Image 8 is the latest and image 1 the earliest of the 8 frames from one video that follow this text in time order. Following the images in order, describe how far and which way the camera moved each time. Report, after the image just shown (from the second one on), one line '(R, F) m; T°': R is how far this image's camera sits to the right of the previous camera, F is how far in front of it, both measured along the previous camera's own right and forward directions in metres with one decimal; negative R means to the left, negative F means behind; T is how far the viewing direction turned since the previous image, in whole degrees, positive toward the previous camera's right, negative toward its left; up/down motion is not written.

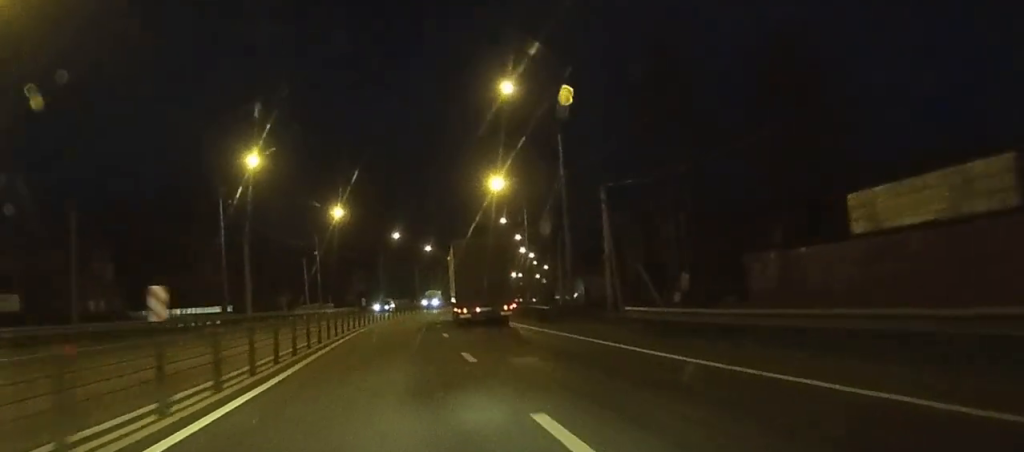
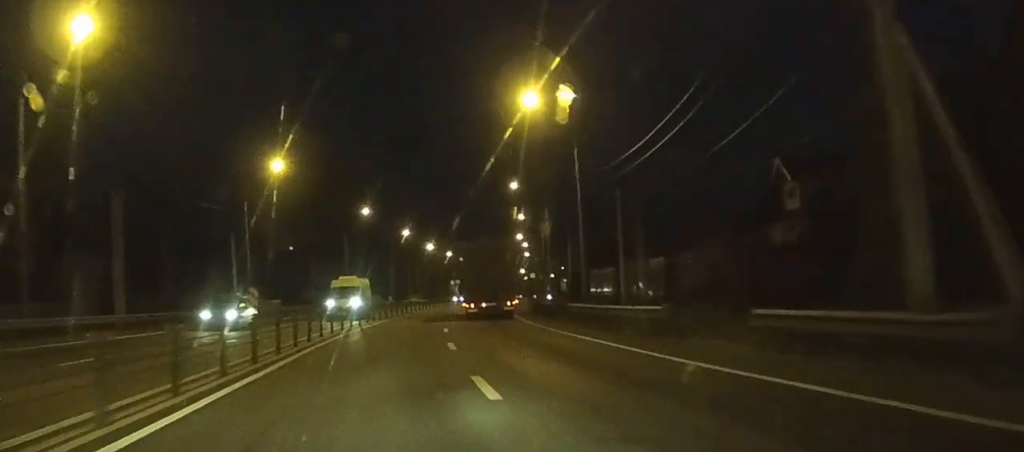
(+0.6, +33.6) m; +2°
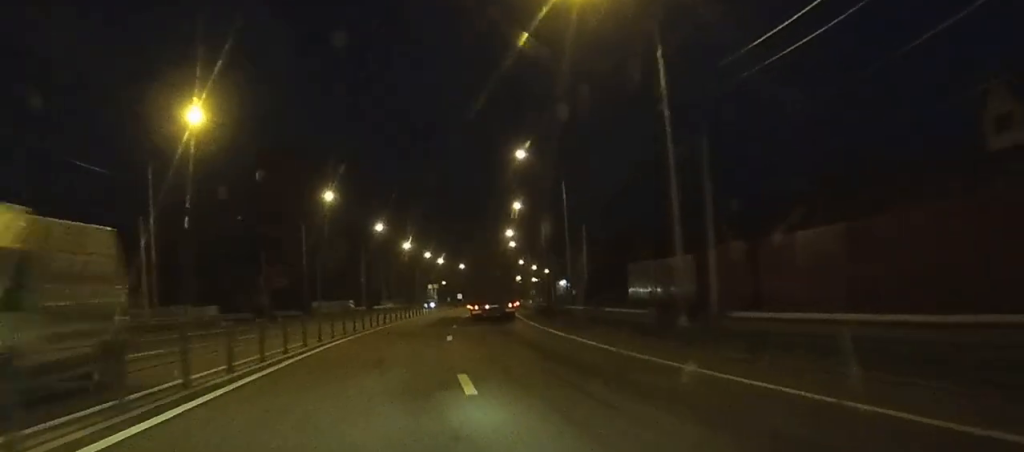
(+0.1, +20.4) m; +1°
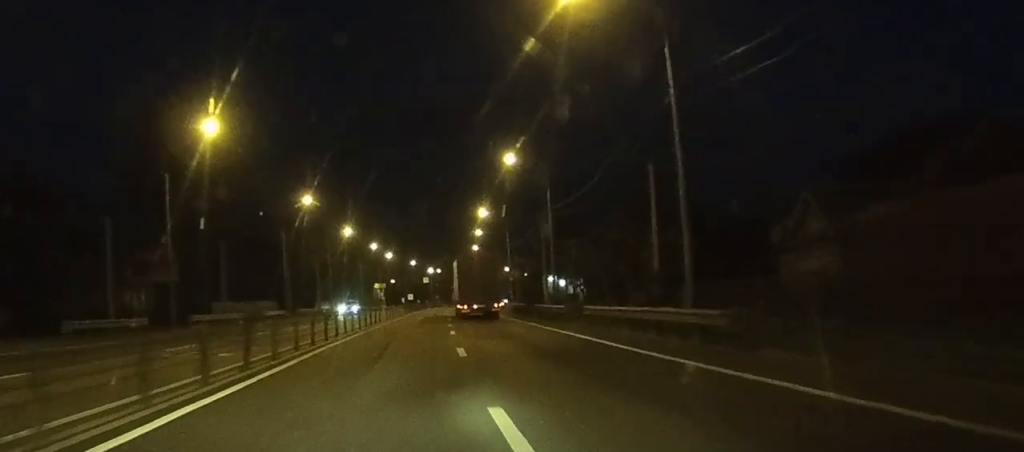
(+0.7, +33.5) m; +2°
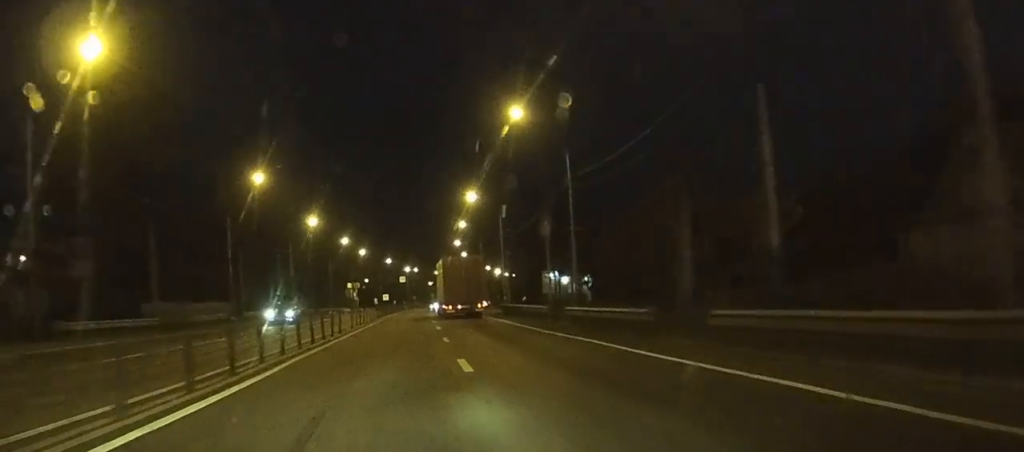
(+0.1, +16.1) m; +1°
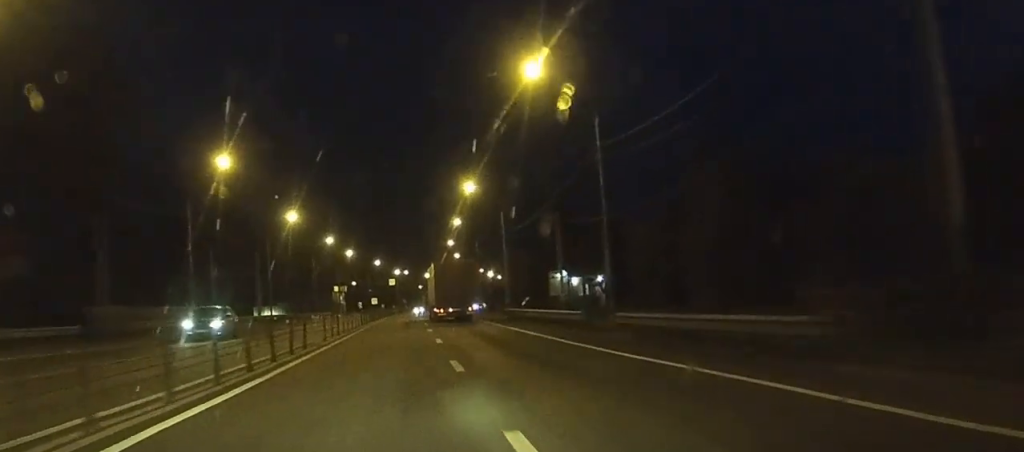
(0.0, +9.9) m; +1°
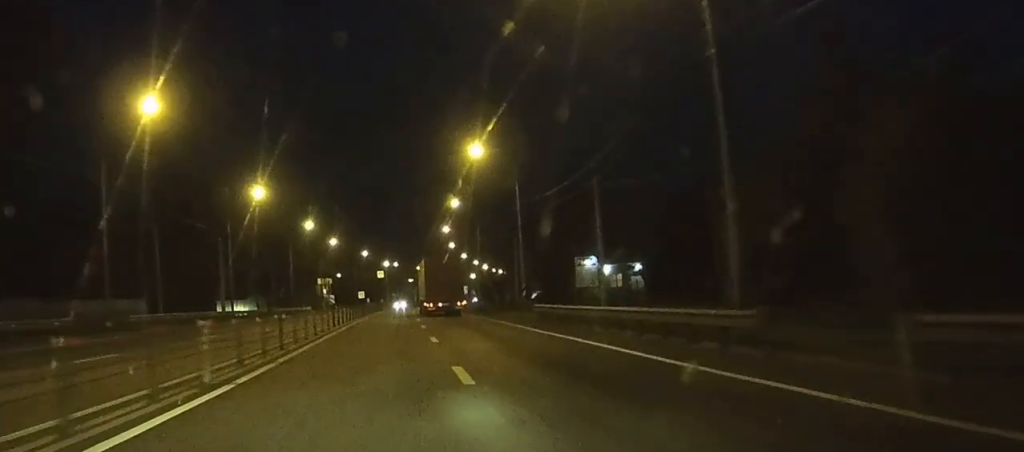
(+0.1, +15.6) m; +1°
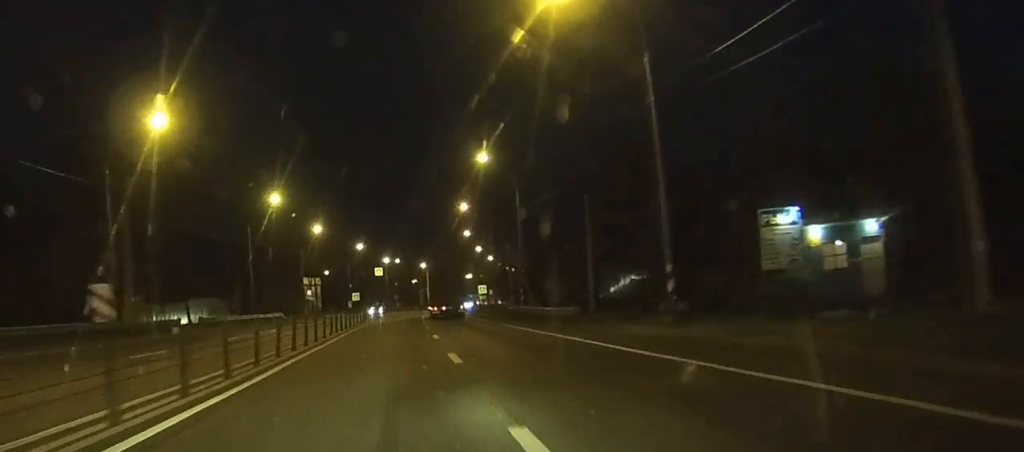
(+0.4, +31.6) m; +1°
